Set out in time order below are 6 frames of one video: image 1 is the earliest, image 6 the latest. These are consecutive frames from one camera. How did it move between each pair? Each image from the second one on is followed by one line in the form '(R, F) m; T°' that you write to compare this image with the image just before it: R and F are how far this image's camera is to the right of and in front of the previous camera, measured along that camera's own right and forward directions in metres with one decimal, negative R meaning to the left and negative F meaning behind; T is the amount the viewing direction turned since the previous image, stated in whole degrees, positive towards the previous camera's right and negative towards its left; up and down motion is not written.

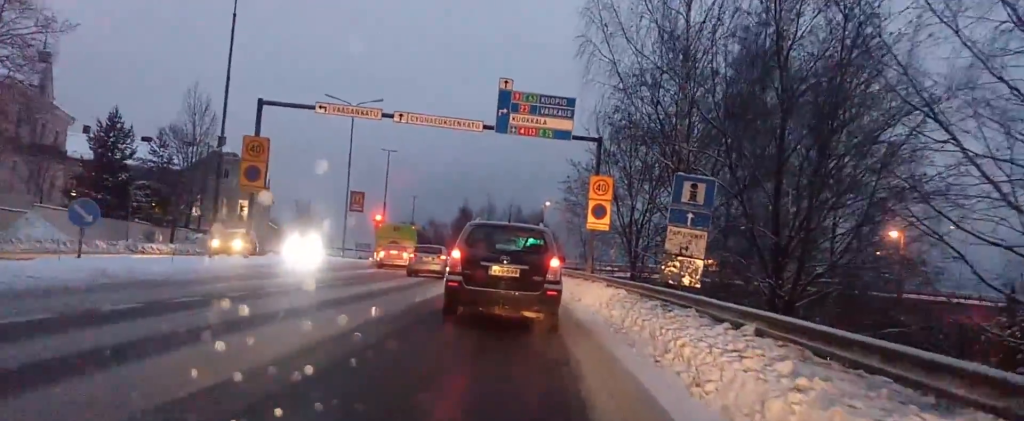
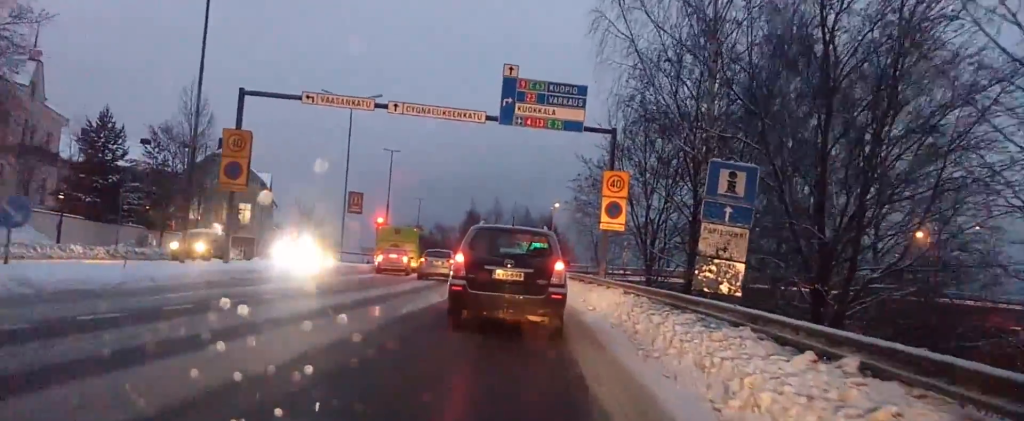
(-0.1, +2.6) m; -2°
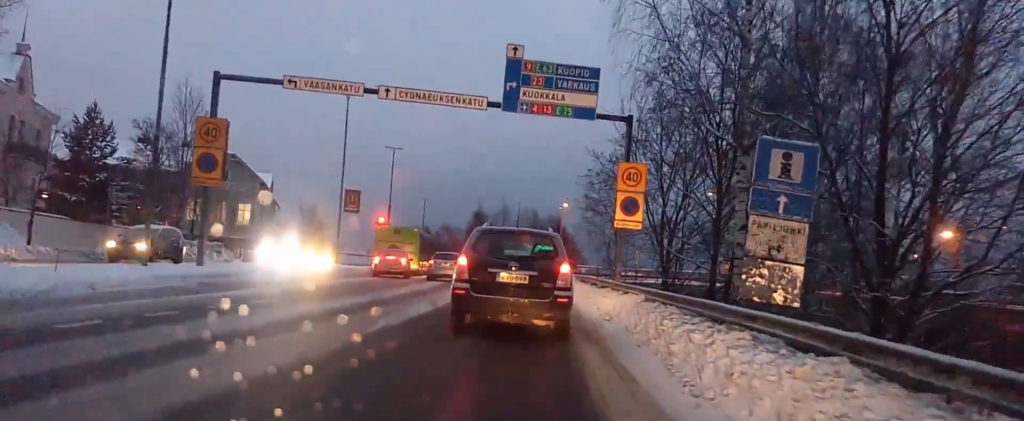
(0.0, +2.7) m; 0°
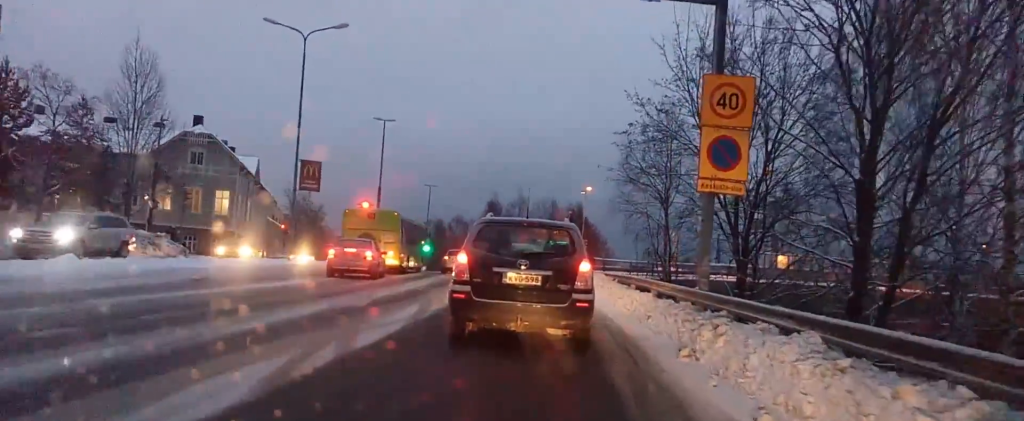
(+0.4, +11.1) m; 0°
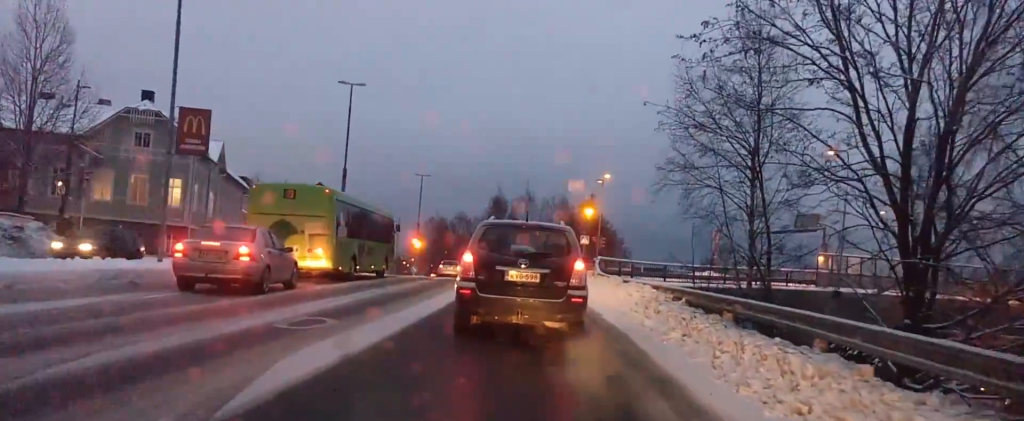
(-0.6, +12.2) m; 0°
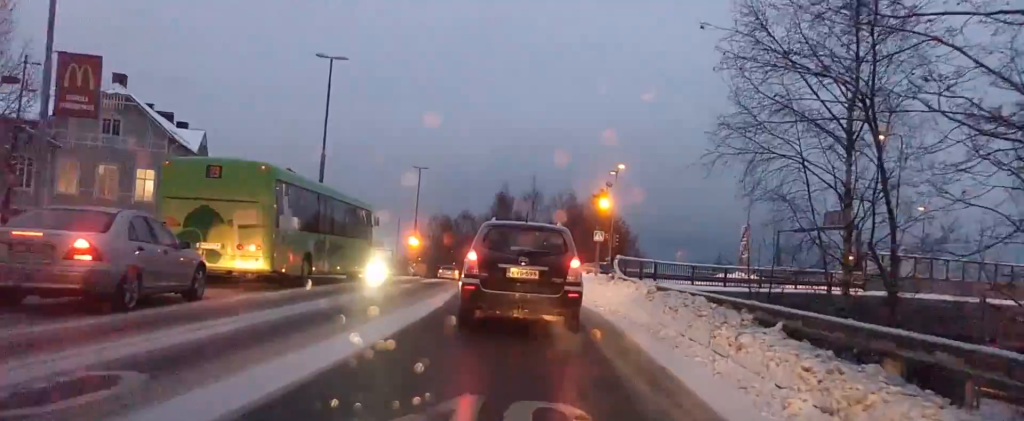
(+0.2, +5.2) m; +1°
